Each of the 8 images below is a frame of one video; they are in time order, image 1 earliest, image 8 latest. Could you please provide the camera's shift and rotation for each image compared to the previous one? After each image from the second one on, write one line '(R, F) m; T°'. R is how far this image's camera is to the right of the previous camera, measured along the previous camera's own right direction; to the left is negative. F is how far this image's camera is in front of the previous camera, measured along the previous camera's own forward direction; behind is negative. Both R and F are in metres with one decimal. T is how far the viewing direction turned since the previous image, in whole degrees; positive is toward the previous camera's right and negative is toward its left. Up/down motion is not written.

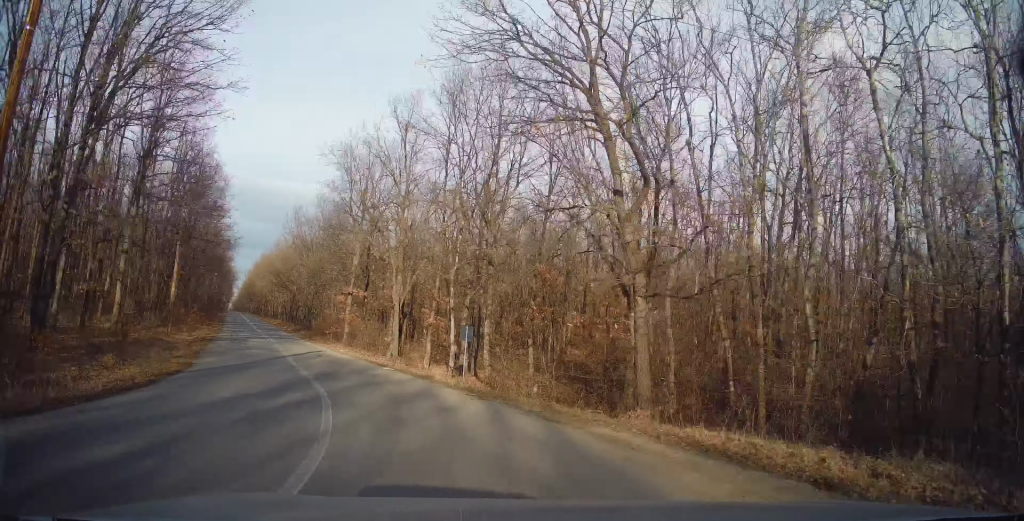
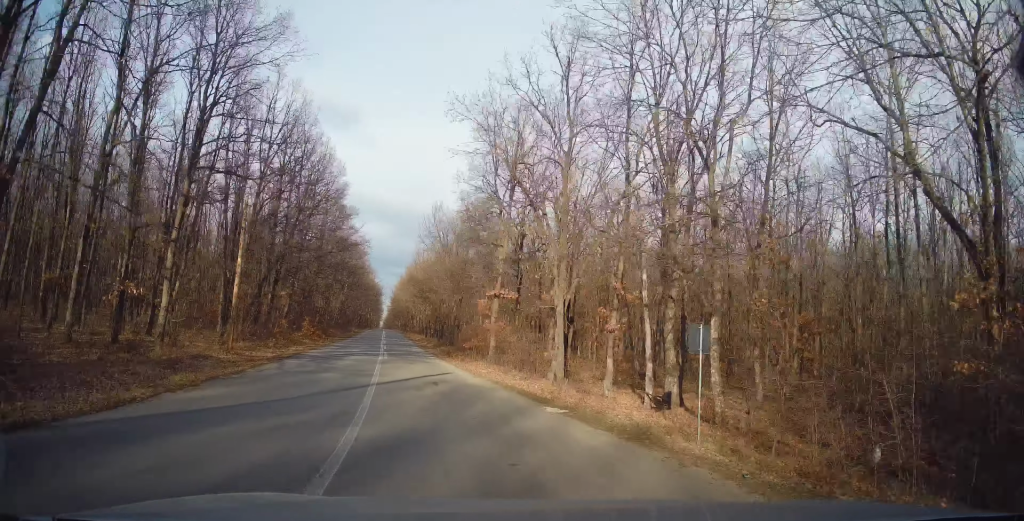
(-1.6, +8.9) m; -16°
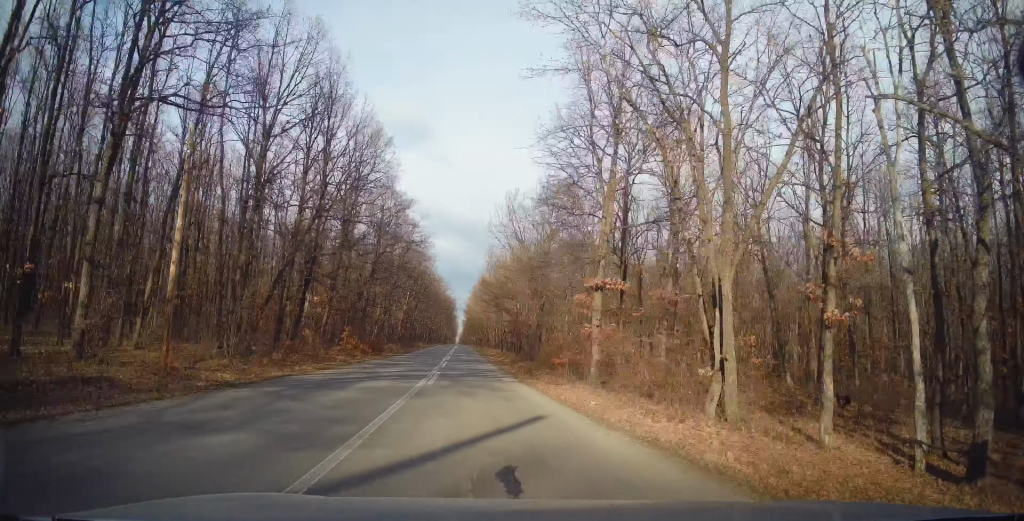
(-0.9, +8.9) m; -8°
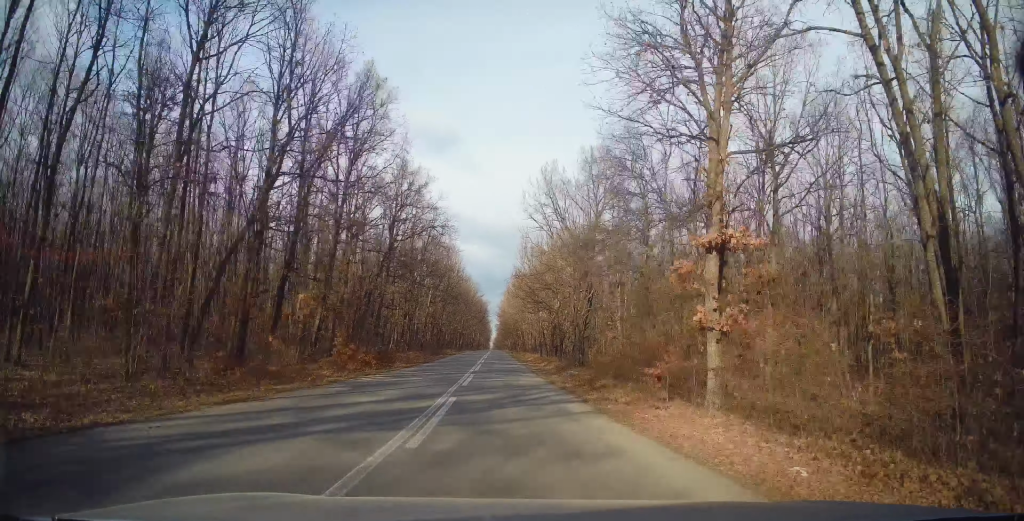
(-0.3, +8.0) m; -3°
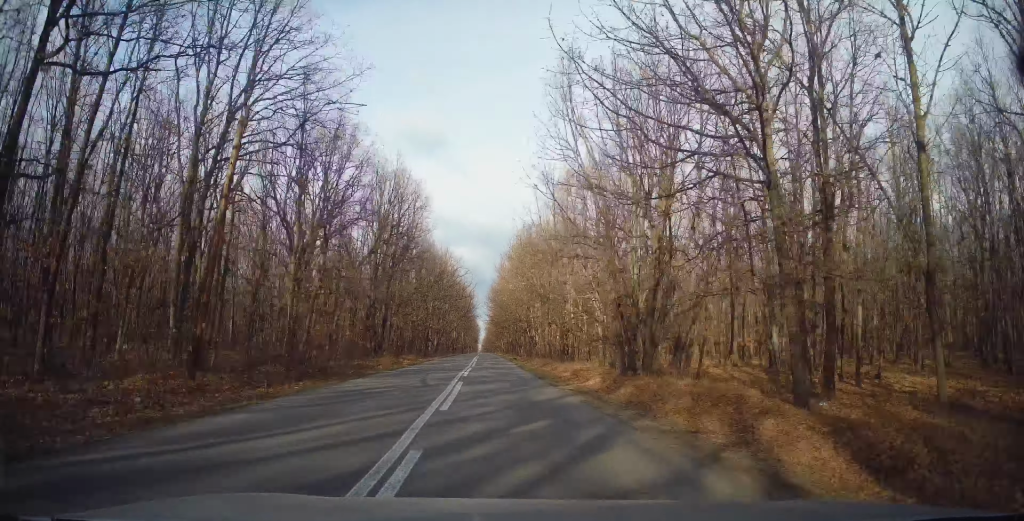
(-0.6, +37.4) m; -1°
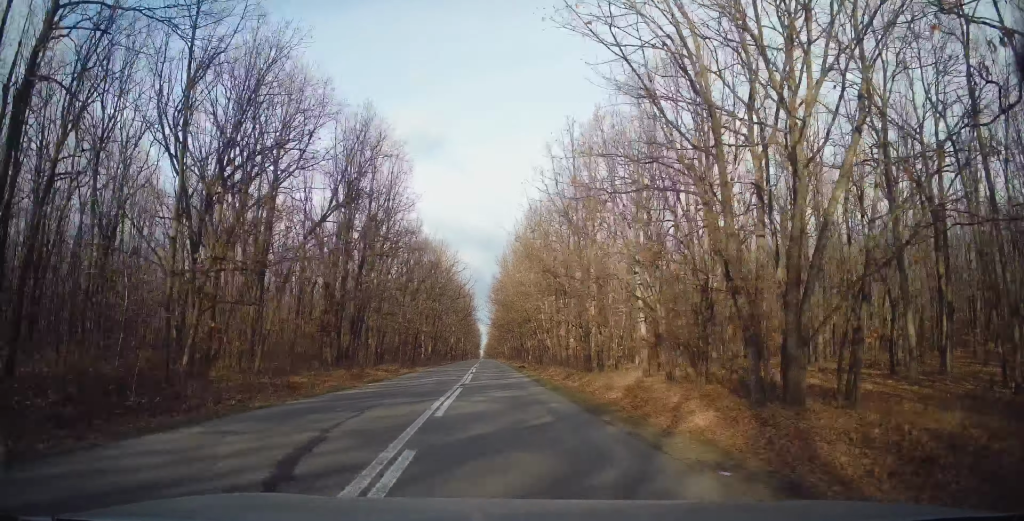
(+0.2, +10.7) m; -1°
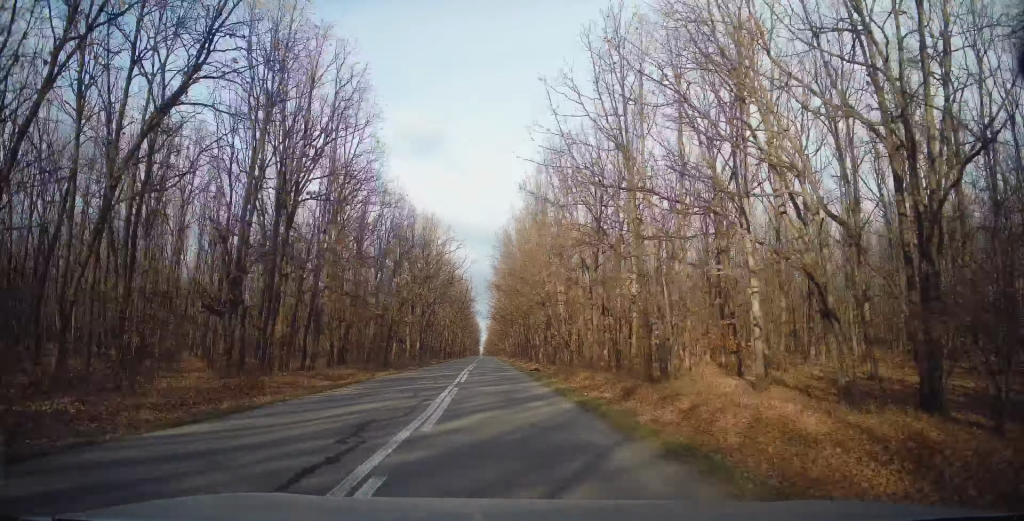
(-0.5, +12.6) m; -1°
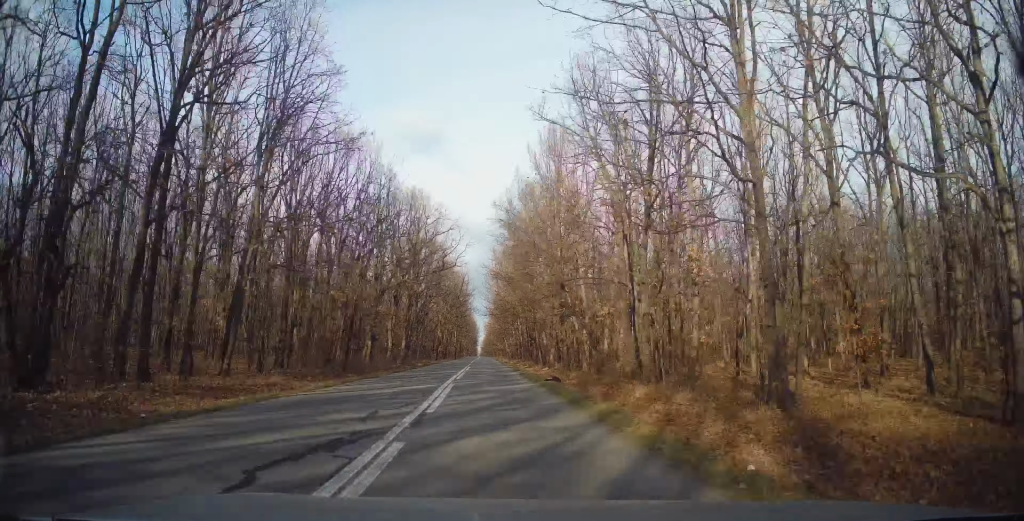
(+0.1, +9.4) m; 0°
